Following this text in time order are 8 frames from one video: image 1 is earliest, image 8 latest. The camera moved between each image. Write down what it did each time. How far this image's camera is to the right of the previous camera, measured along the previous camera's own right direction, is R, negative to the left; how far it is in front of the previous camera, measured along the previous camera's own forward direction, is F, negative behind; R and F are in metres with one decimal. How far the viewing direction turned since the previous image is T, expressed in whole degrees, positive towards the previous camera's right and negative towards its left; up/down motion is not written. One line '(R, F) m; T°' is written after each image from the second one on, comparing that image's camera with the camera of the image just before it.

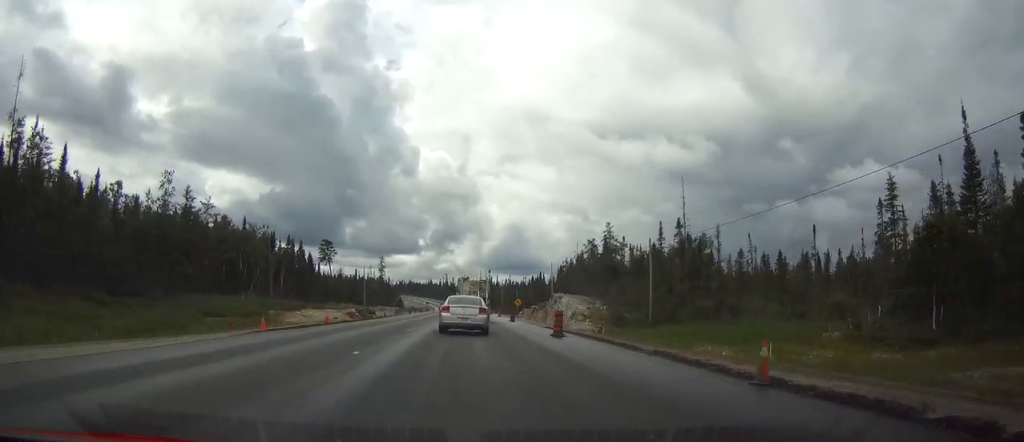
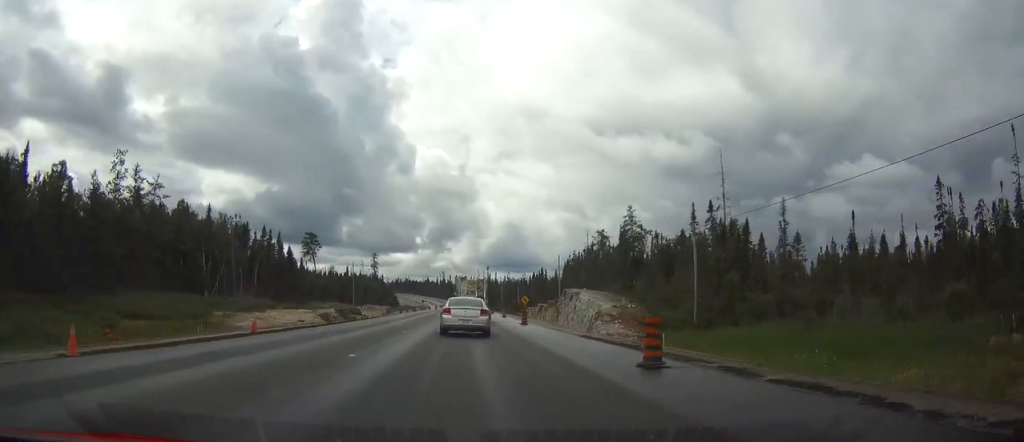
(+0.1, +14.0) m; 0°
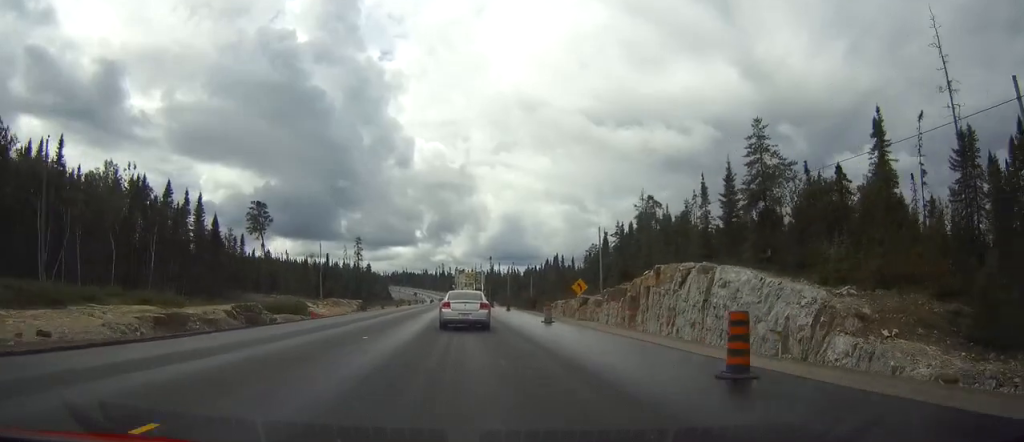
(+0.1, +37.3) m; 0°
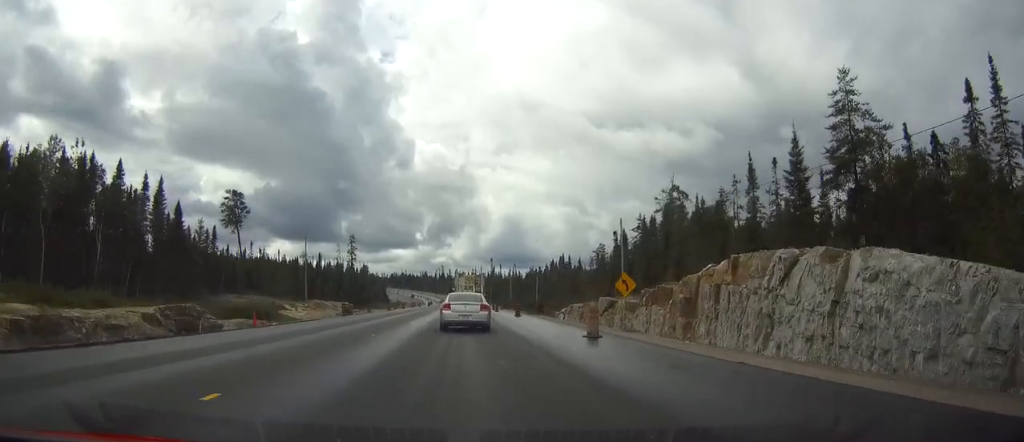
(0.0, +12.1) m; 0°
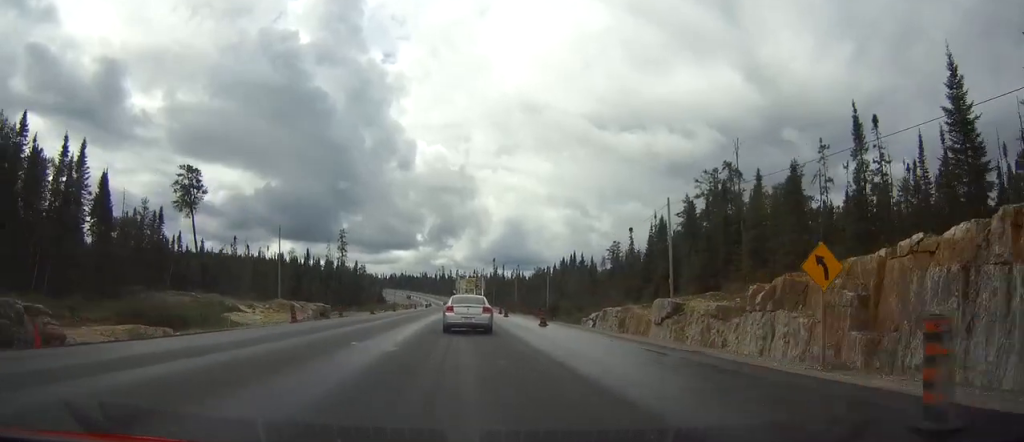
(0.0, +17.7) m; 0°
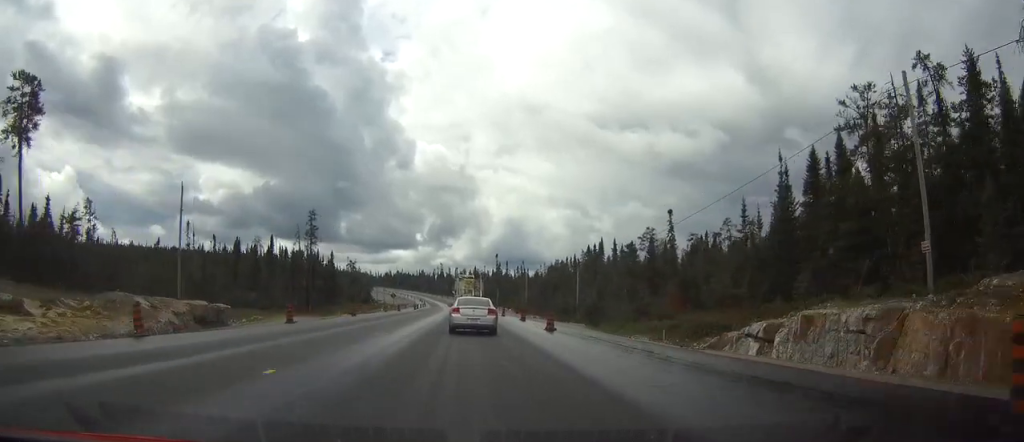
(+0.1, +35.9) m; 0°
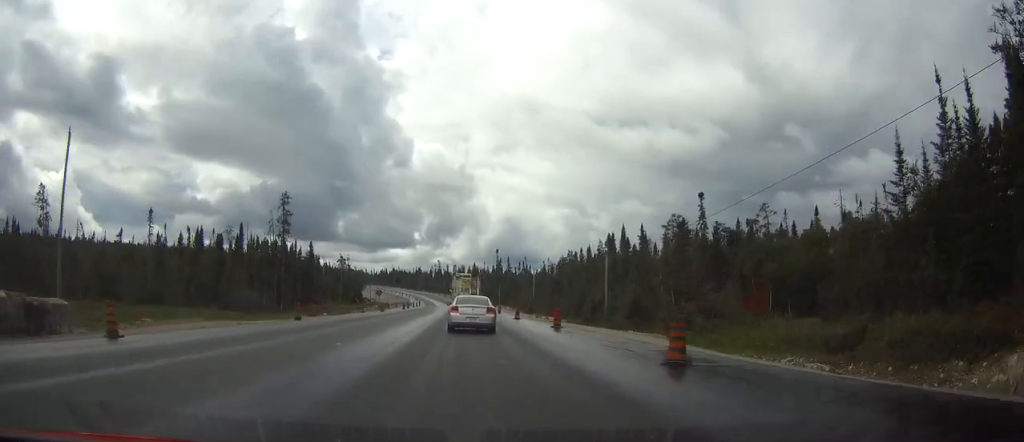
(0.0, +20.9) m; 0°
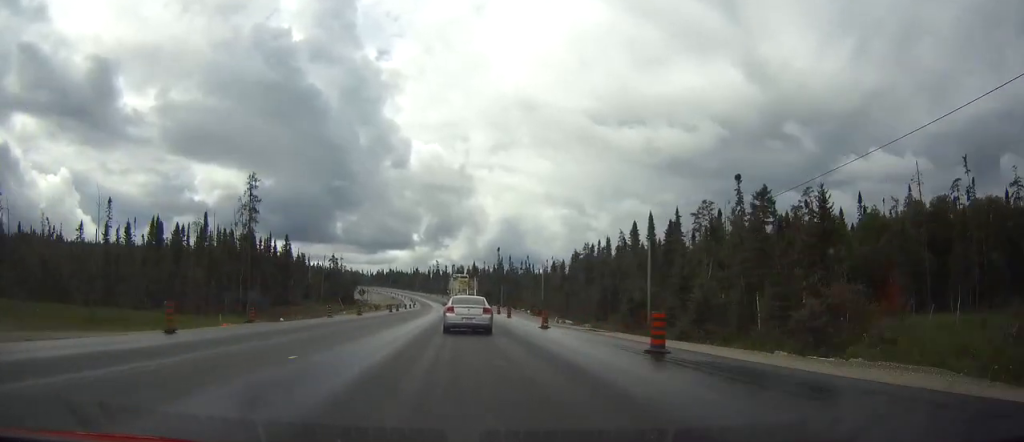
(0.0, +18.7) m; 0°
